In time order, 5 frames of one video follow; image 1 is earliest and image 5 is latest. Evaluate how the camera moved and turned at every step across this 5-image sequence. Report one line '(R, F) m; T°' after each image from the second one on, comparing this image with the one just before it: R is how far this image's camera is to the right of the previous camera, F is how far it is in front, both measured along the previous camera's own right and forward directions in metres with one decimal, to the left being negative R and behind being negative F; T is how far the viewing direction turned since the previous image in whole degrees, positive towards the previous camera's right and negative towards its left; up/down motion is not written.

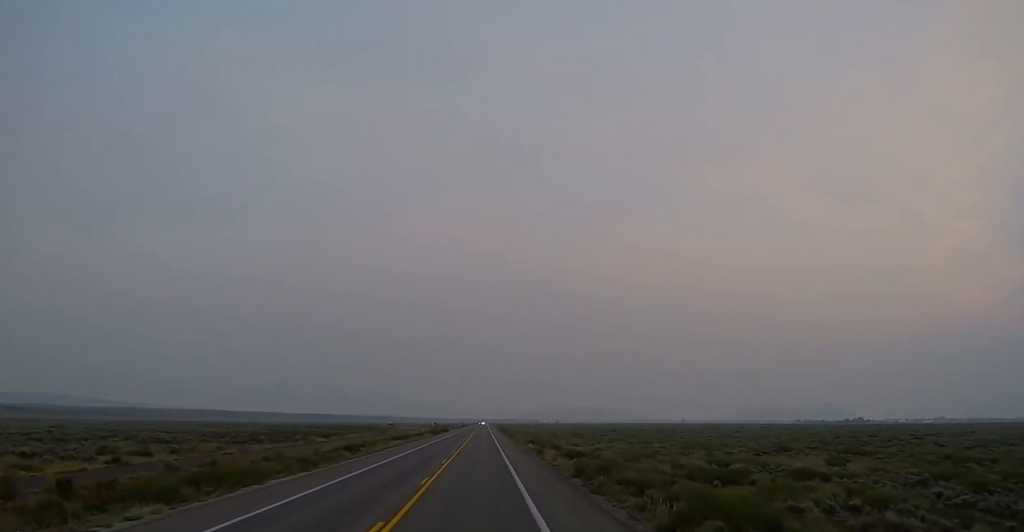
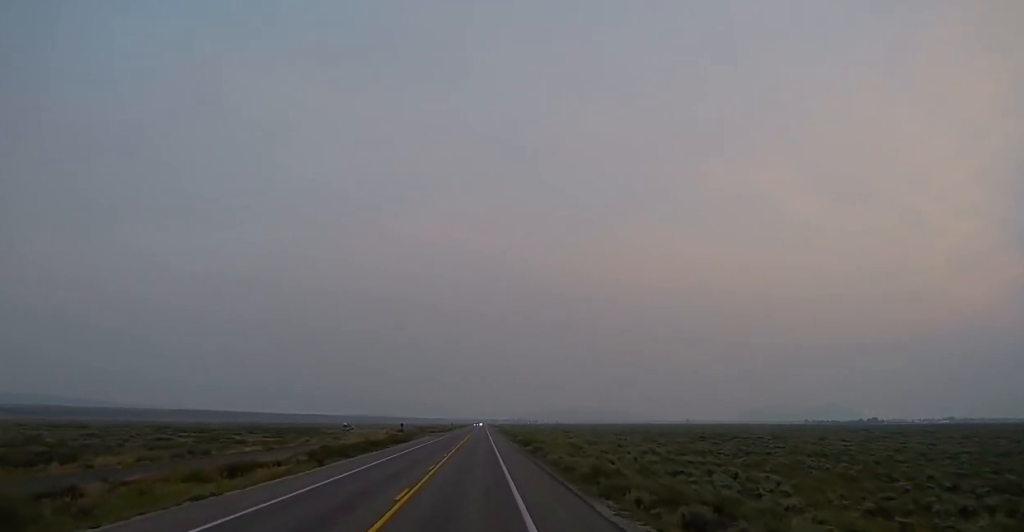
(-0.5, +76.9) m; -1°
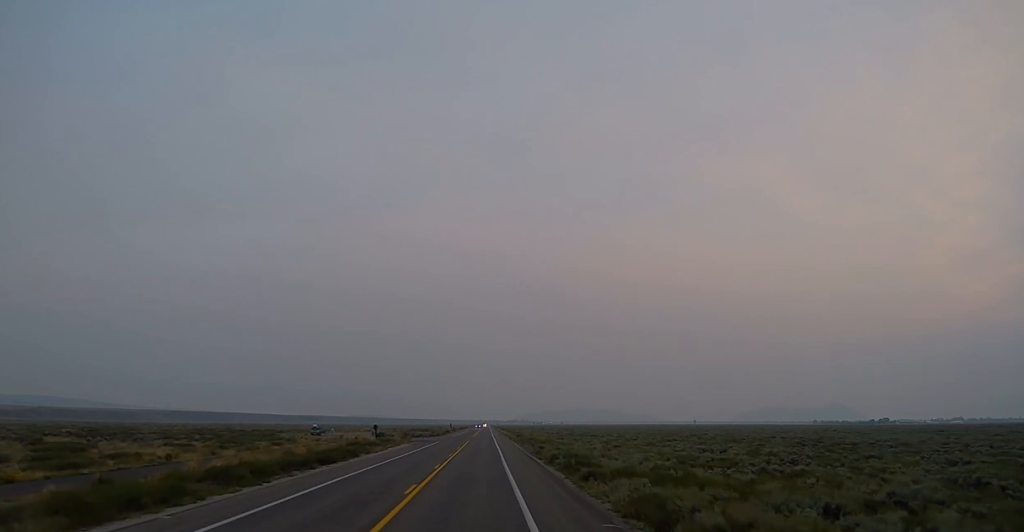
(0.0, +34.6) m; 0°
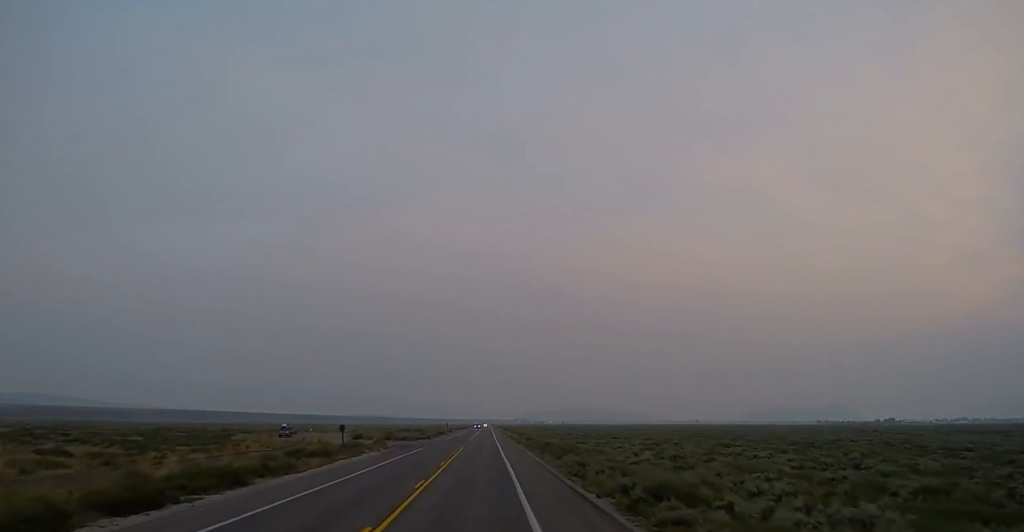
(0.0, +21.5) m; +1°
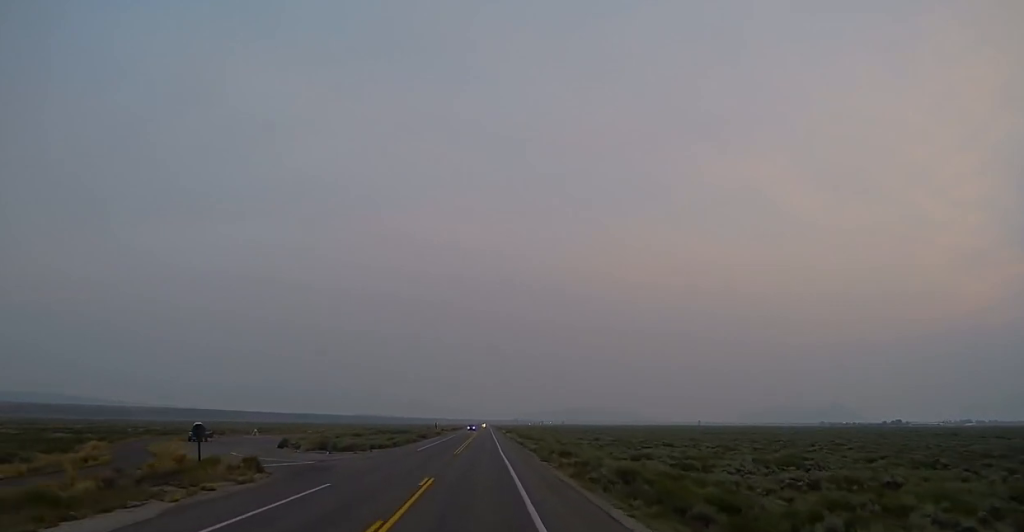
(+0.4, +35.4) m; 0°
